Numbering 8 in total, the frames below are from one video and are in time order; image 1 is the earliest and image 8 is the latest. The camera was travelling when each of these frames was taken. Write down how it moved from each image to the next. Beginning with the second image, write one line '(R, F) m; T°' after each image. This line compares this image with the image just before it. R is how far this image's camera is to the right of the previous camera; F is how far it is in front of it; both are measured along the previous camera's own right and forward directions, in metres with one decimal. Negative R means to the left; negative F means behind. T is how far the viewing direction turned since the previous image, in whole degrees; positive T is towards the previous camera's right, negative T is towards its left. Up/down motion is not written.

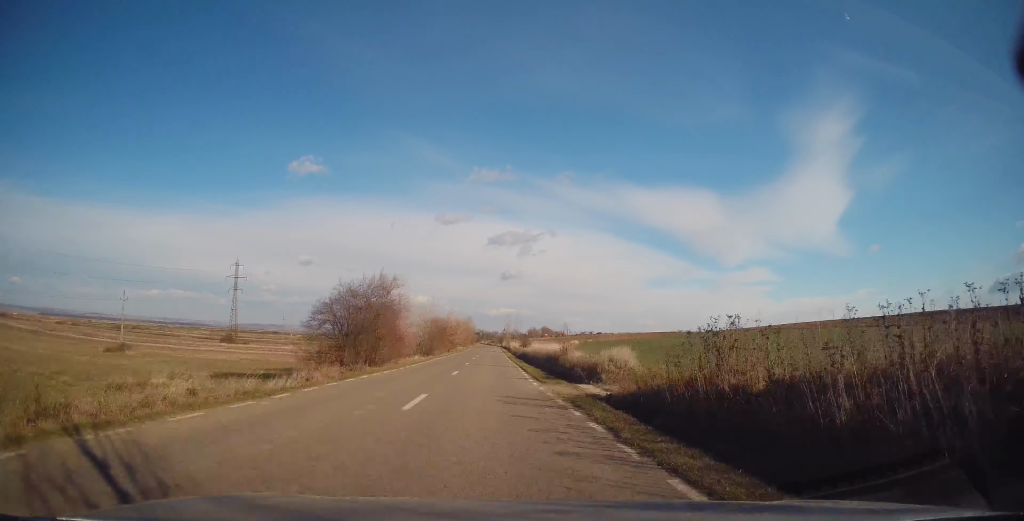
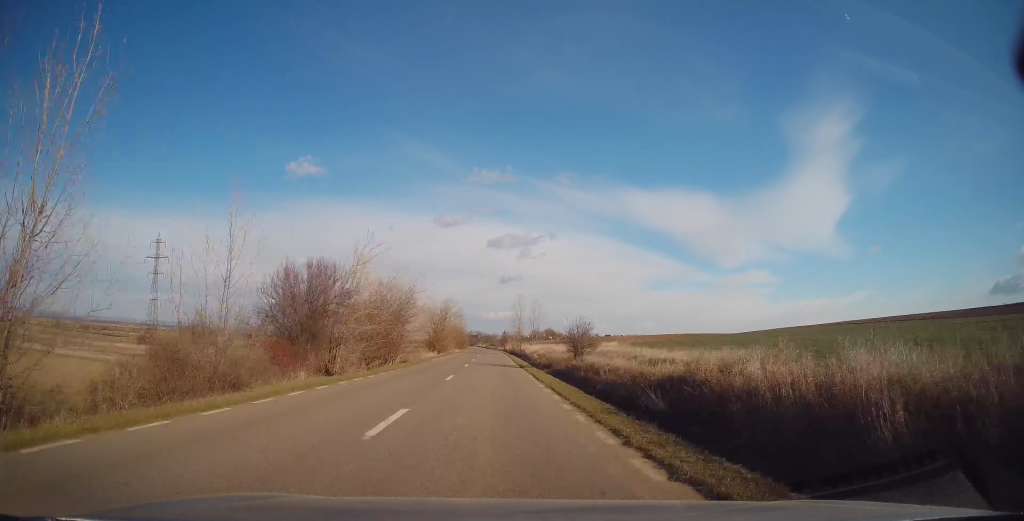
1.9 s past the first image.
(-0.3, +50.9) m; -1°
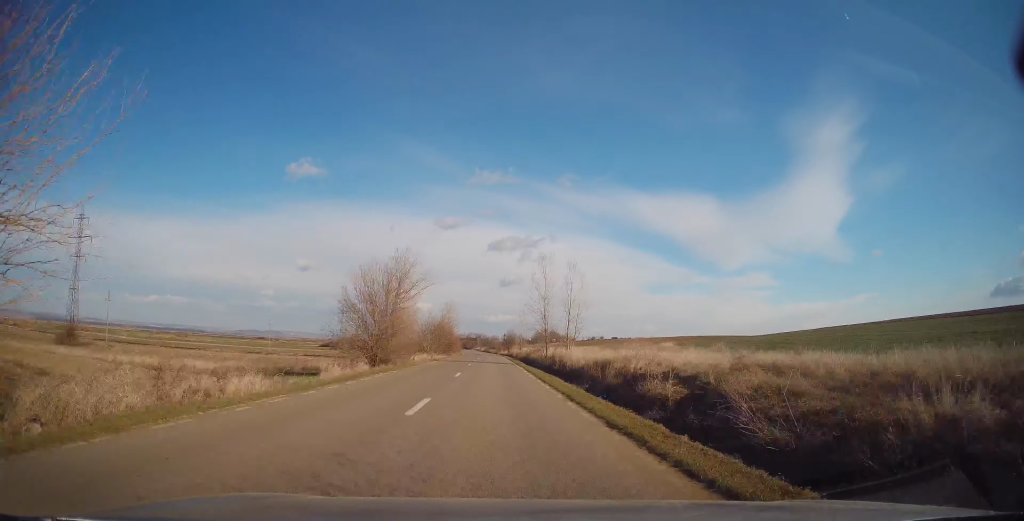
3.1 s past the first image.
(+0.4, +33.7) m; +1°
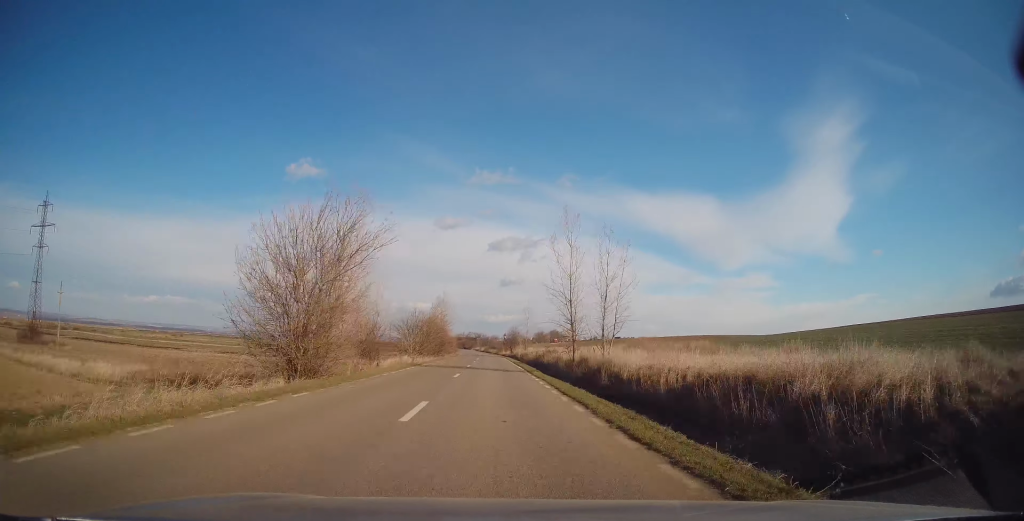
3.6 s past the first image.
(+0.2, +11.8) m; 0°
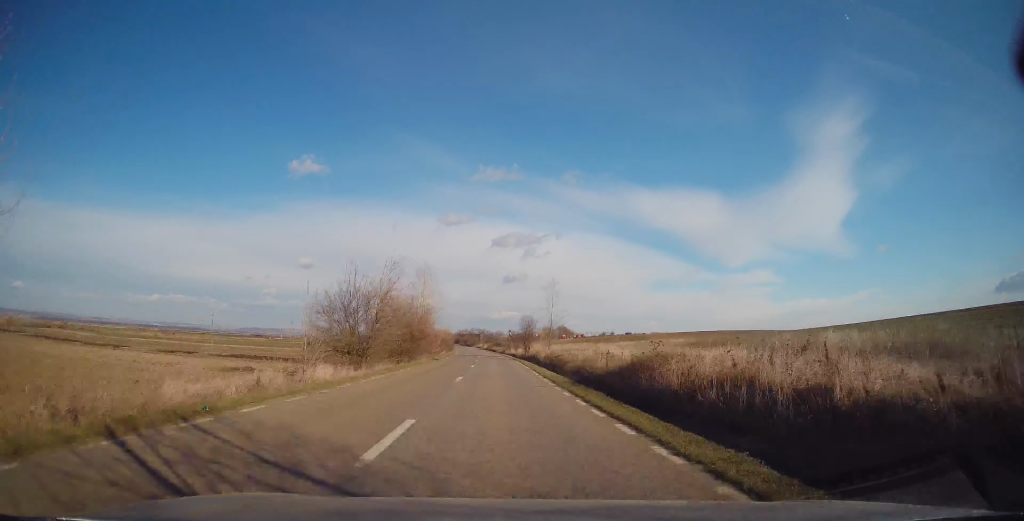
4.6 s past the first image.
(-0.3, +27.5) m; -1°
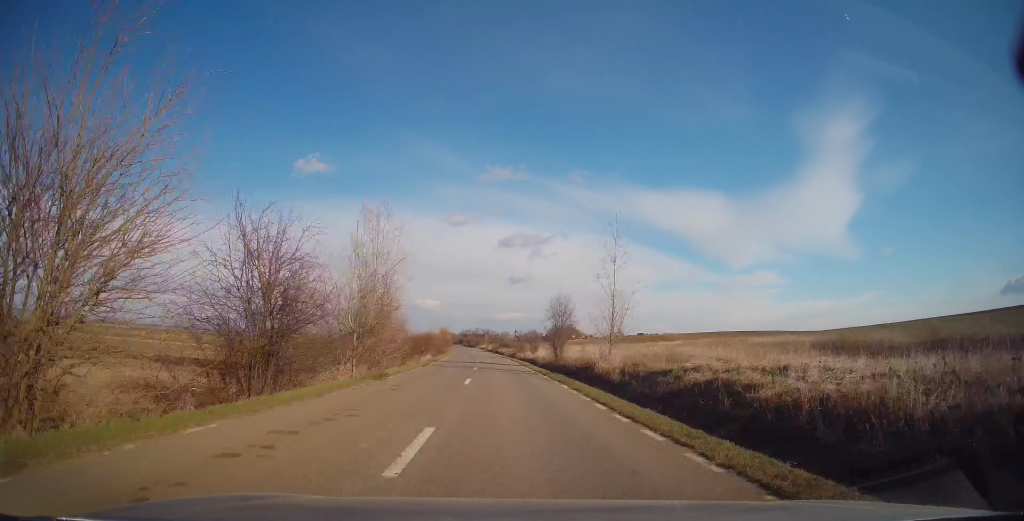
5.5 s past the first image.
(-0.1, +23.9) m; 0°
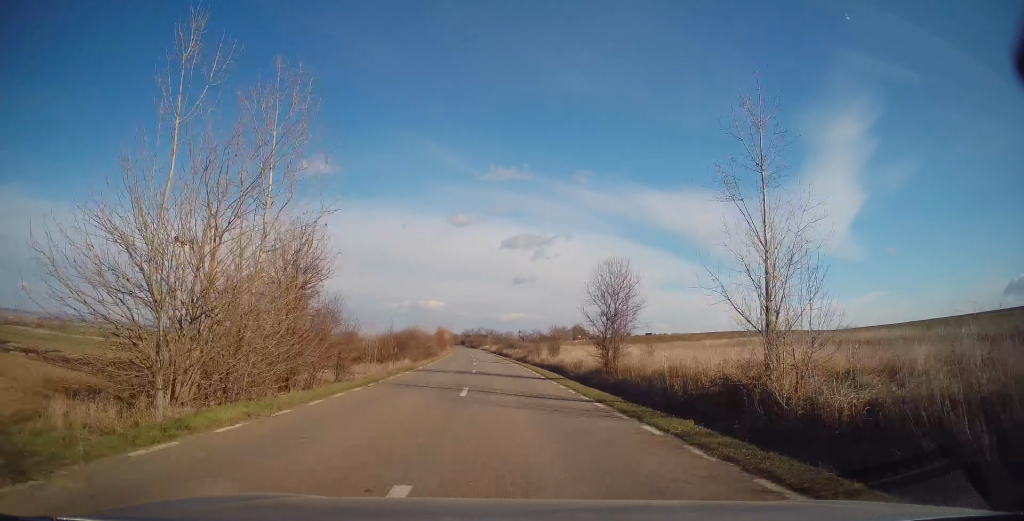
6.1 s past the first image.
(0.0, +15.9) m; 0°
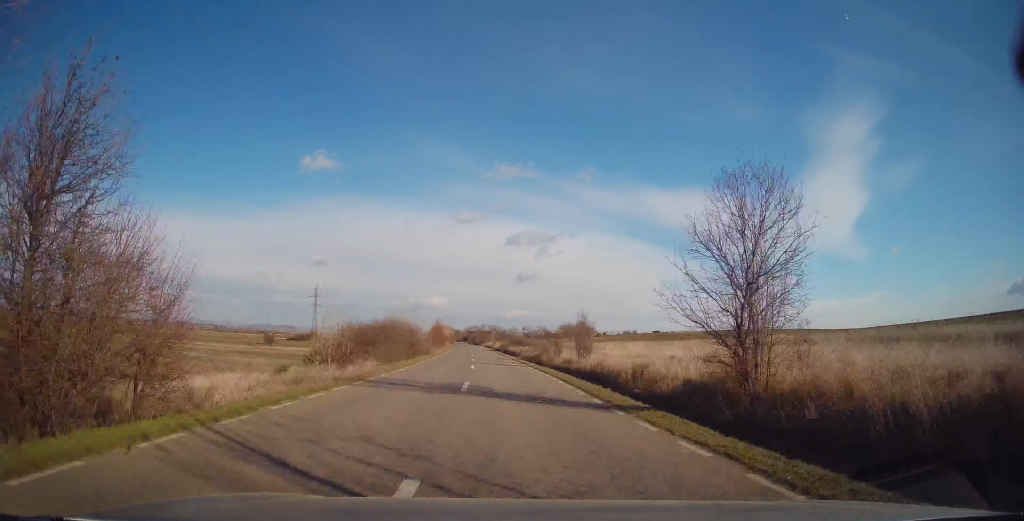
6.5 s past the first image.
(0.0, +11.9) m; 0°
